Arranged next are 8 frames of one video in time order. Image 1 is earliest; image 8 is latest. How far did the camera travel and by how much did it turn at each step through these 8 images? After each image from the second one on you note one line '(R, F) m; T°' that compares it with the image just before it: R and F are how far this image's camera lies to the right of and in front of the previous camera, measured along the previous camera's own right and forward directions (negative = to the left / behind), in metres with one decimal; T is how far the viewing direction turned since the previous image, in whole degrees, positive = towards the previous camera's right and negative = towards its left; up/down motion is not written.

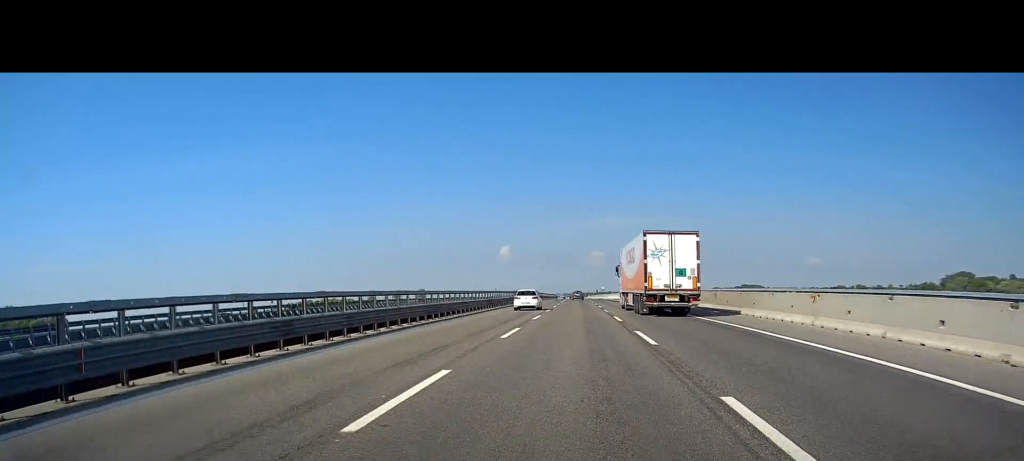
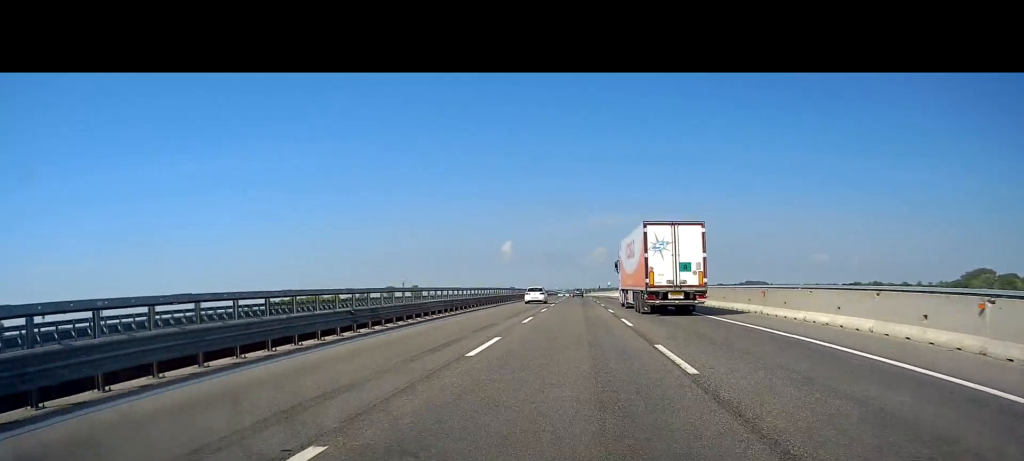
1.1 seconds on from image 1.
(-0.4, +29.1) m; 0°
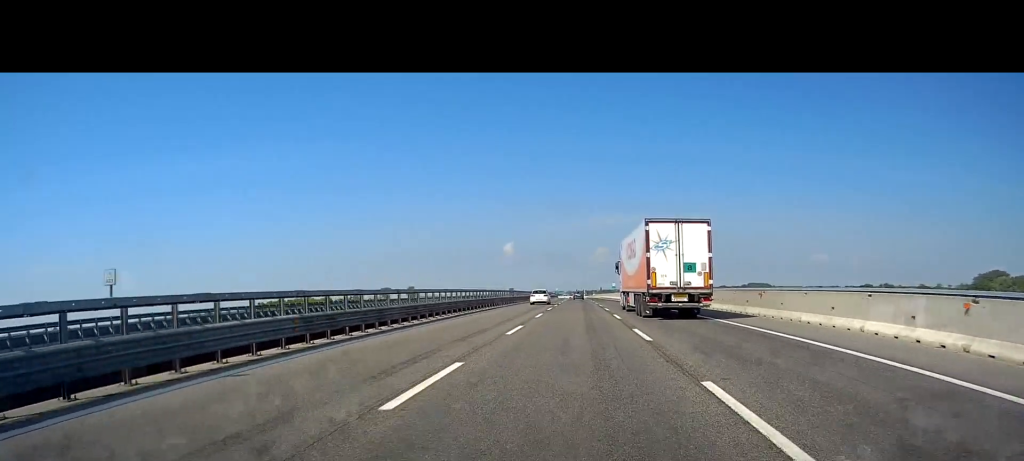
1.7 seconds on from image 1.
(+0.2, +17.3) m; +1°
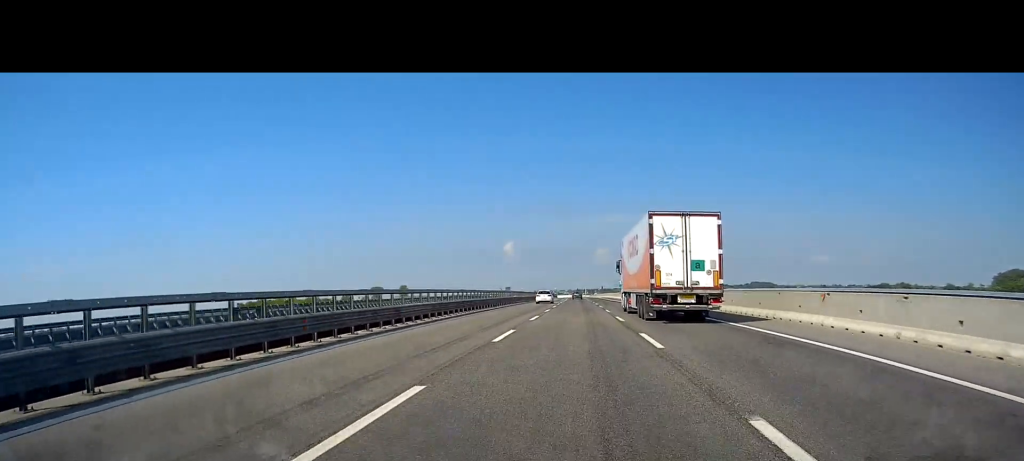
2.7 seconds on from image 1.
(+0.1, +26.5) m; 0°
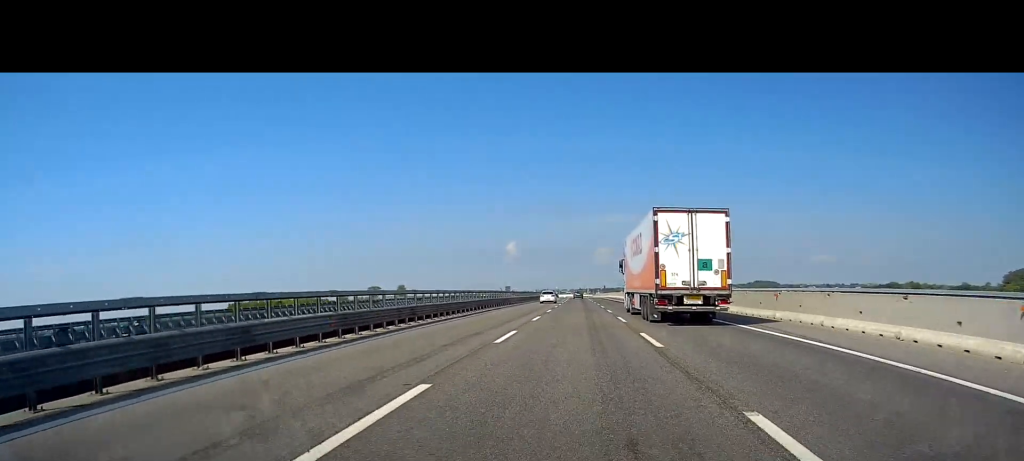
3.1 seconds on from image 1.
(+0.1, +11.8) m; 0°
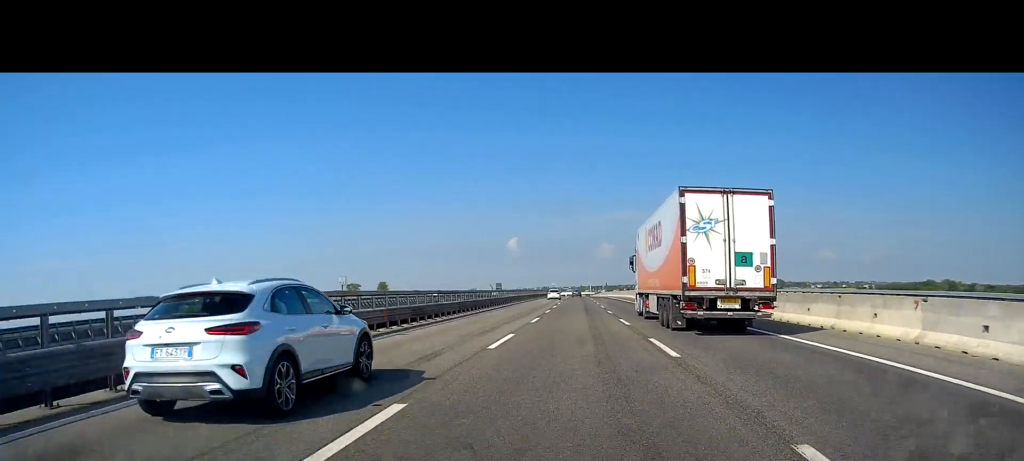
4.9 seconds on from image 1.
(-0.7, +49.5) m; -1°
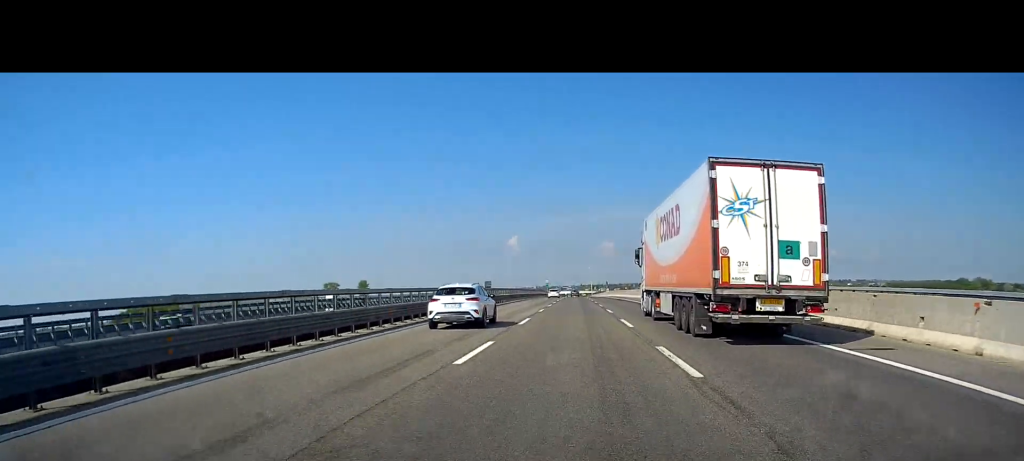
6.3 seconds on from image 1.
(+0.1, +39.4) m; +1°
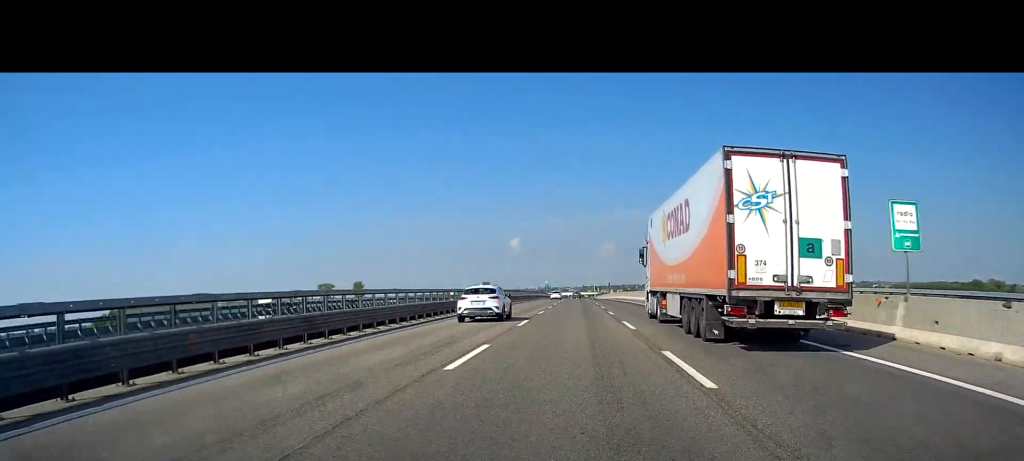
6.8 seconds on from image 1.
(+0.1, +12.8) m; 0°
